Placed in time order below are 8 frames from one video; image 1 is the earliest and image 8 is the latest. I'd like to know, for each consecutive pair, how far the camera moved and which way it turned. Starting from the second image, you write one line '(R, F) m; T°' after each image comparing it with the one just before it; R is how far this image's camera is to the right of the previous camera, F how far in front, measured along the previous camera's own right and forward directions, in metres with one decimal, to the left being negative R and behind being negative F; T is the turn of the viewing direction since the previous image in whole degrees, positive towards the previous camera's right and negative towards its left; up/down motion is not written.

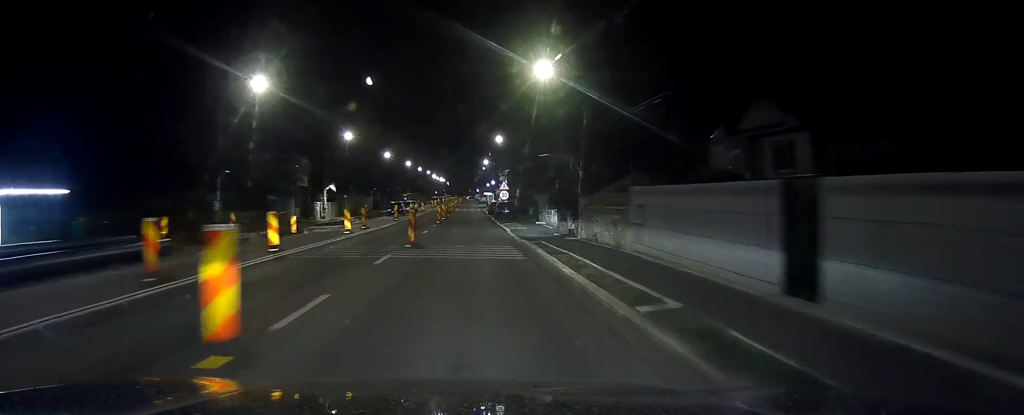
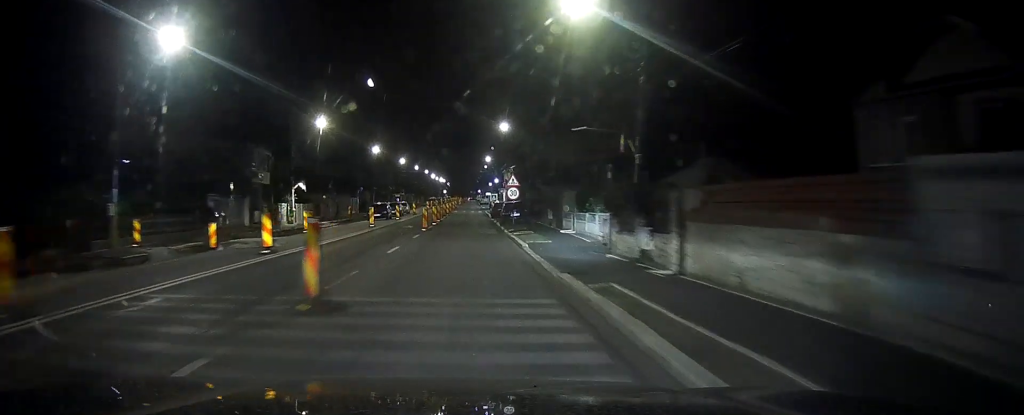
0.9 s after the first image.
(0.0, +13.7) m; 0°
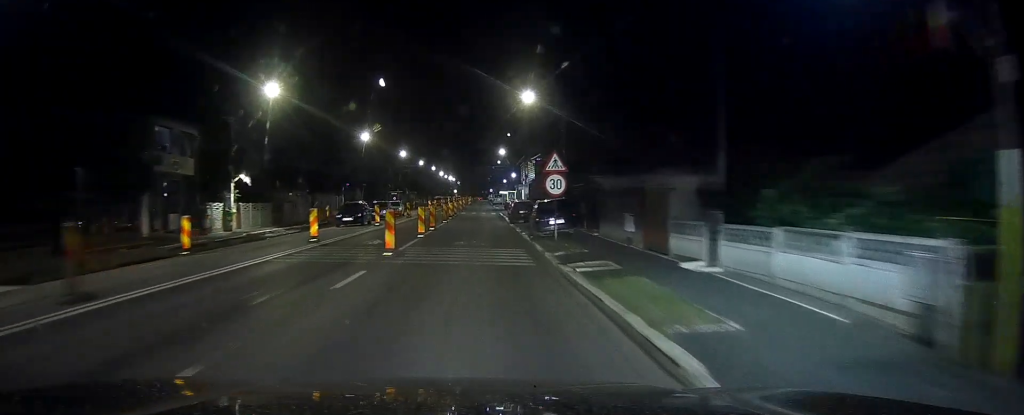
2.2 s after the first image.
(-0.1, +18.4) m; 0°
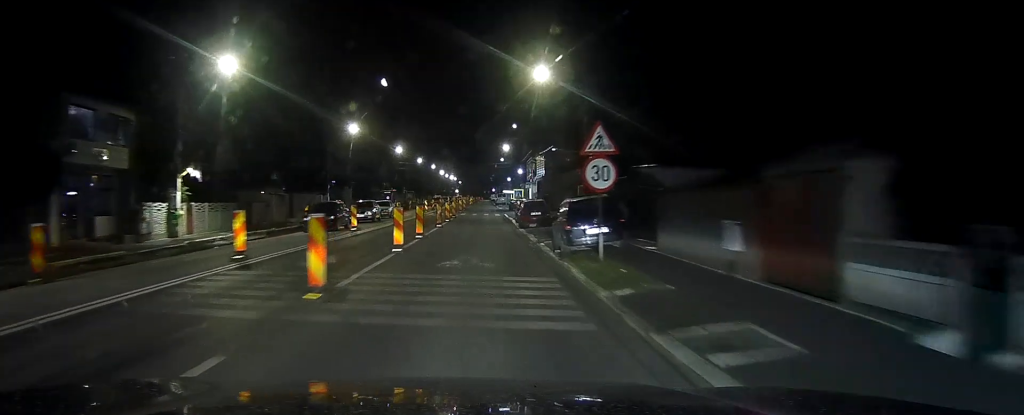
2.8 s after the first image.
(+0.1, +8.6) m; 0°
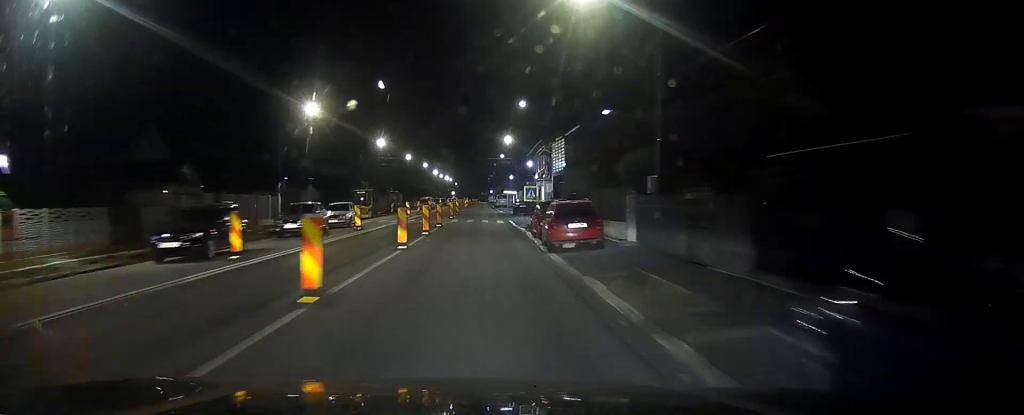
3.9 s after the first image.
(-0.1, +16.3) m; 0°
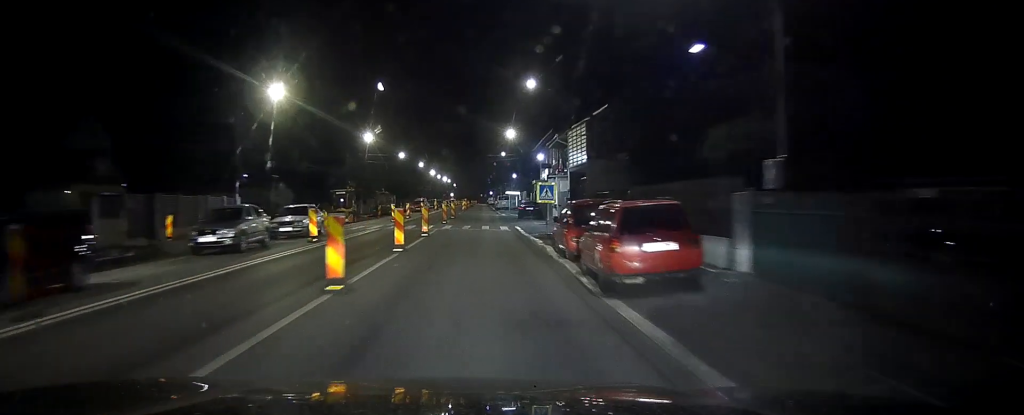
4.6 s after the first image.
(0.0, +9.6) m; 0°
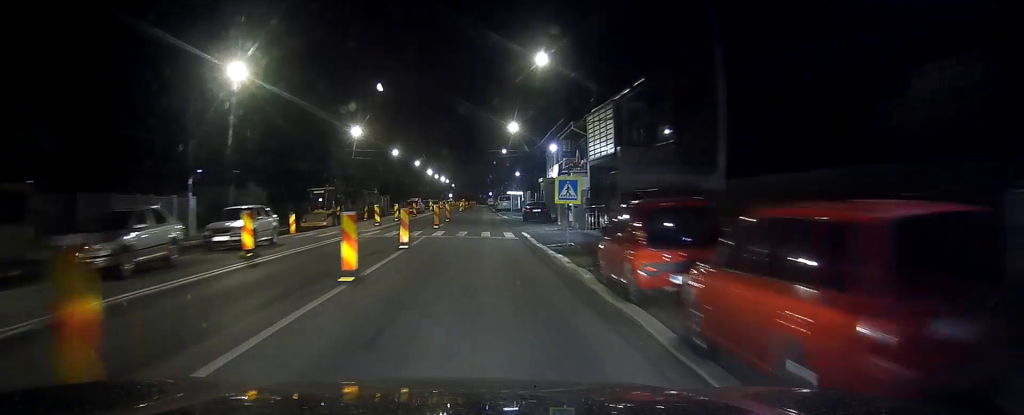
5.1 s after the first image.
(0.0, +7.6) m; 0°
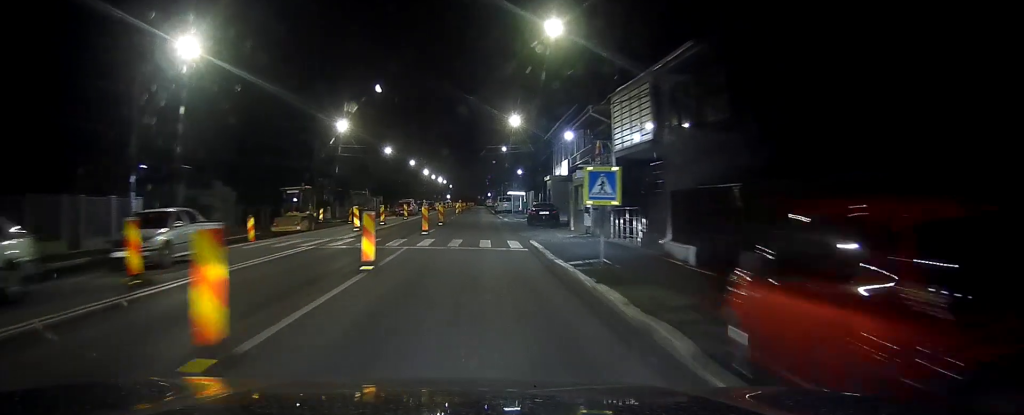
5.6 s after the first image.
(0.0, +6.6) m; 0°
